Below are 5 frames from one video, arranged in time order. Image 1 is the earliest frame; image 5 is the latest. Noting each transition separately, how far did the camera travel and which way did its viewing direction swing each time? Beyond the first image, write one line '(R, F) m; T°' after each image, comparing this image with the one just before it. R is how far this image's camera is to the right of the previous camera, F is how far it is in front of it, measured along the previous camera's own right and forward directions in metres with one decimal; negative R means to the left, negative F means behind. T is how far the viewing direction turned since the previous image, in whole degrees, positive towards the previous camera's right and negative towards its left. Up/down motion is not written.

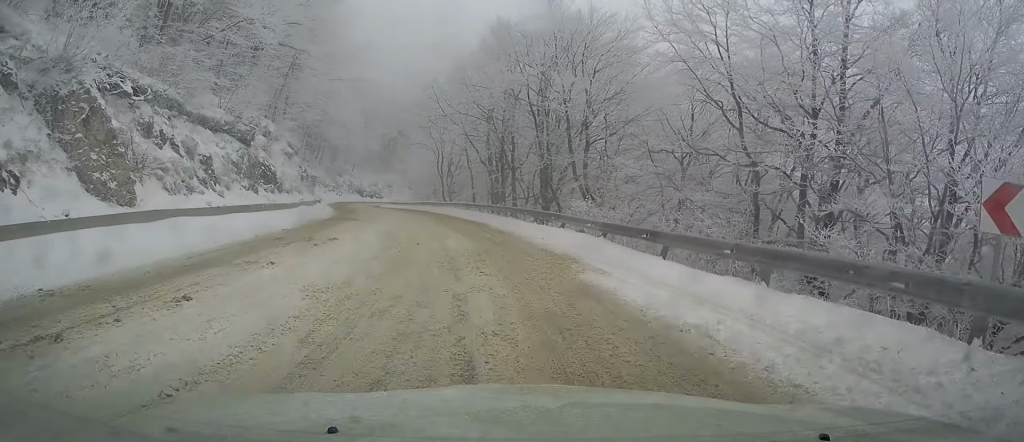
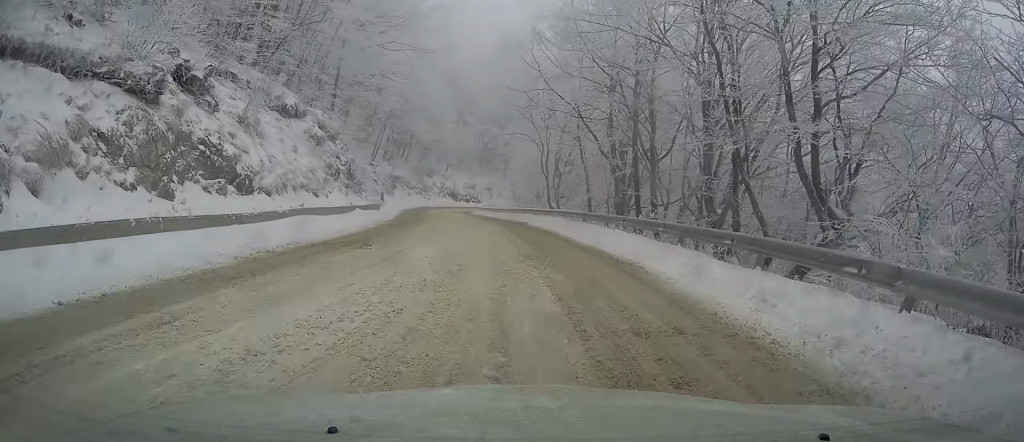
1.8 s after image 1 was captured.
(-1.3, +14.9) m; -7°
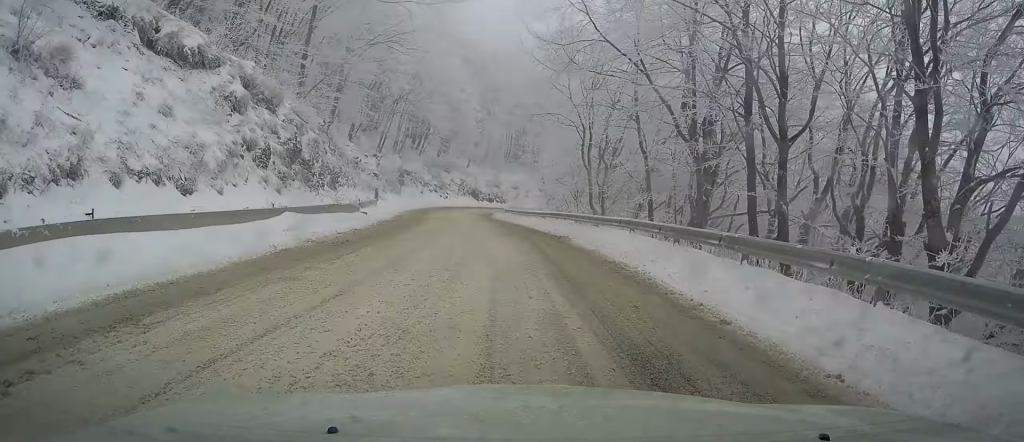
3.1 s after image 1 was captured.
(-0.4, +11.5) m; -1°
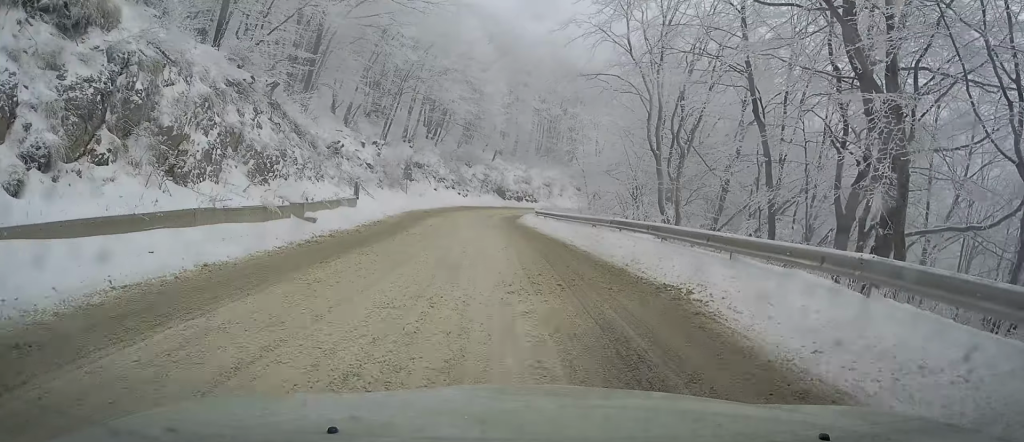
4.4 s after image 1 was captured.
(+0.2, +11.5) m; 0°
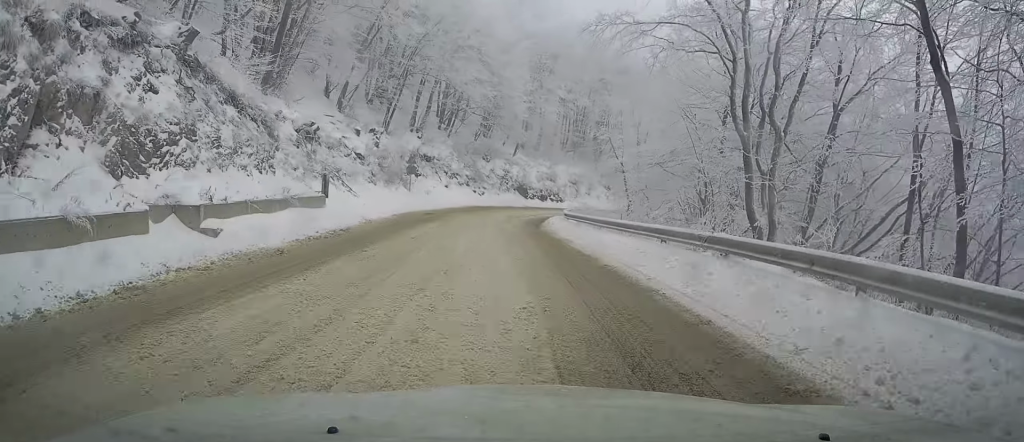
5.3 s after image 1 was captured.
(-0.1, +7.9) m; +1°
